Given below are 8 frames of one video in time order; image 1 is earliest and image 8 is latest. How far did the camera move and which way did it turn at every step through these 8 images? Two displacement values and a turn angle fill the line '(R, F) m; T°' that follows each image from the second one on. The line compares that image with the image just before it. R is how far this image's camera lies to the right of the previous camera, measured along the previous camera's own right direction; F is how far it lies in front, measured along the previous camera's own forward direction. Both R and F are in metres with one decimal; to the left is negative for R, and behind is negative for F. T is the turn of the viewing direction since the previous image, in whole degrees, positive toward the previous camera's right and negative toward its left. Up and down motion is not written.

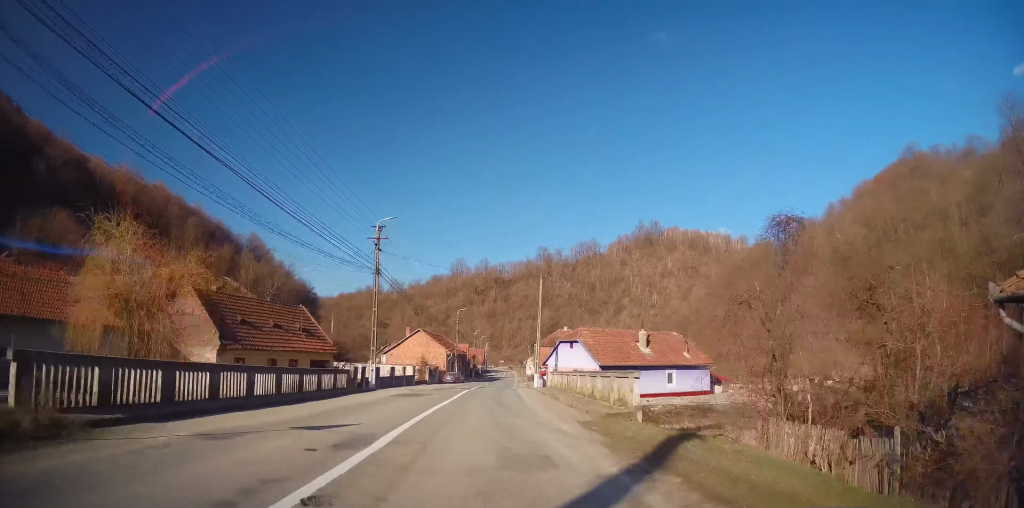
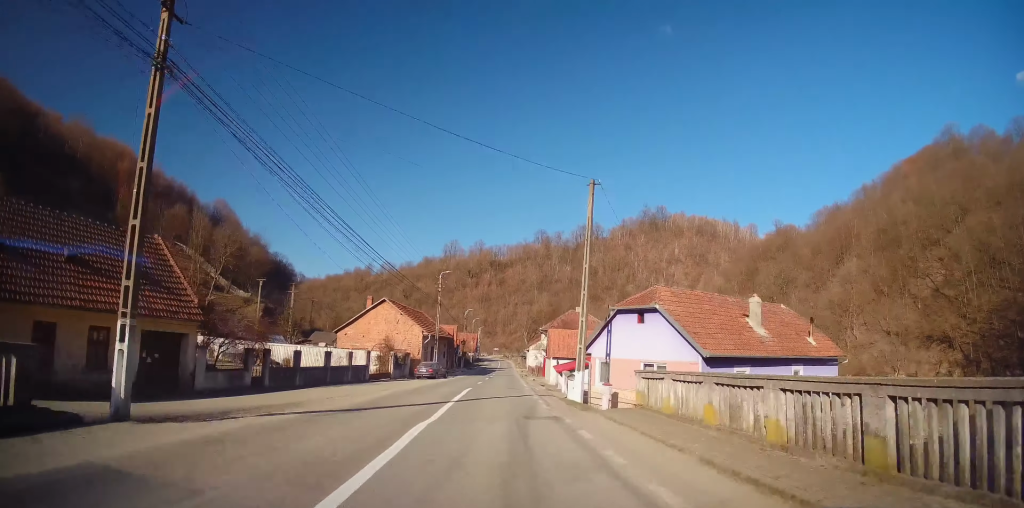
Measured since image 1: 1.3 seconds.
(+0.4, +19.8) m; +1°
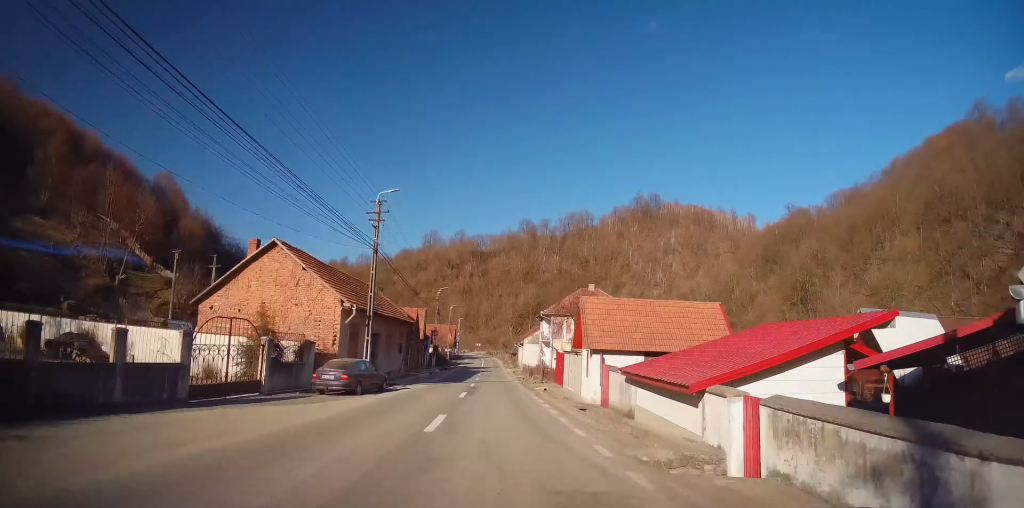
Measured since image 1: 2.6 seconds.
(+0.4, +21.9) m; +2°
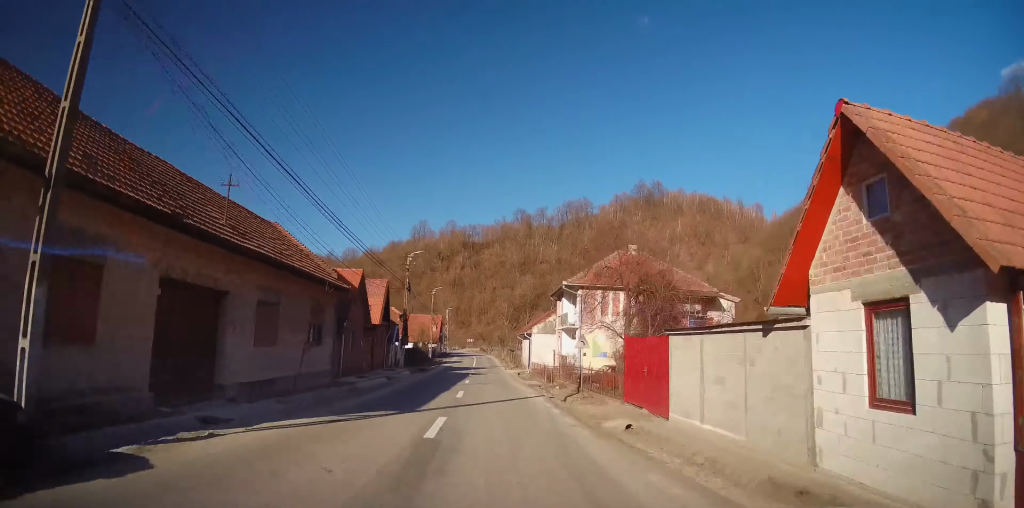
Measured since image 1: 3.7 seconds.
(+0.1, +18.8) m; +1°
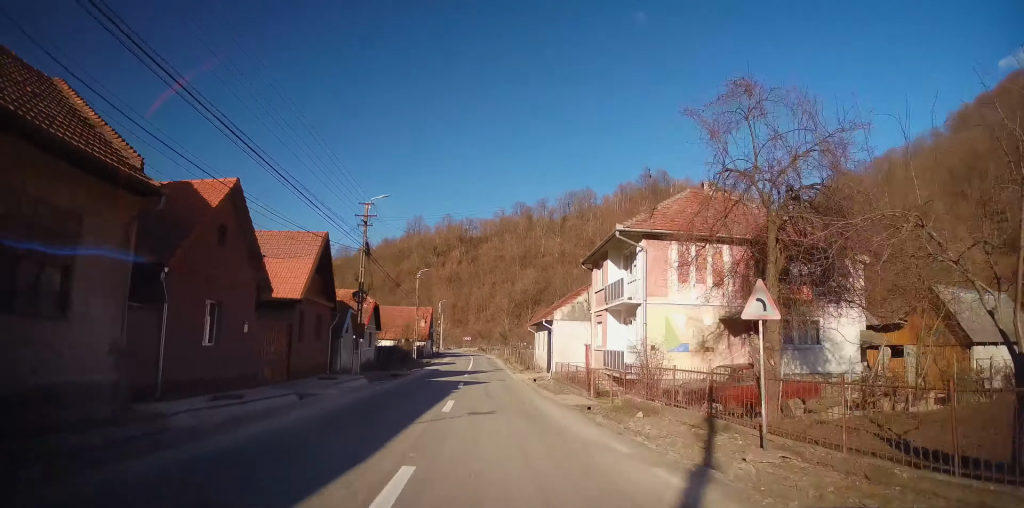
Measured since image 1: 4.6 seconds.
(+0.1, +14.4) m; +1°
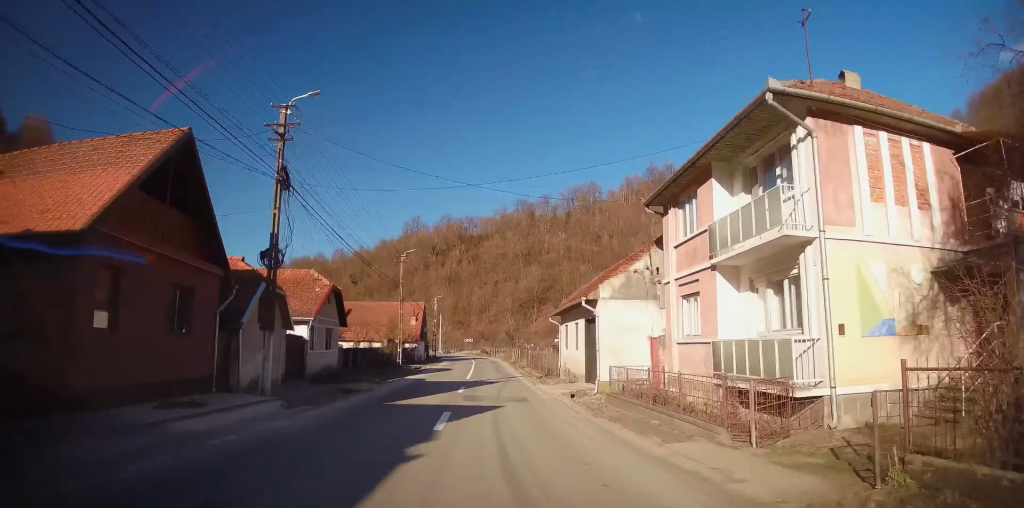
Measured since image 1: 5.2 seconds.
(+0.1, +11.6) m; +1°
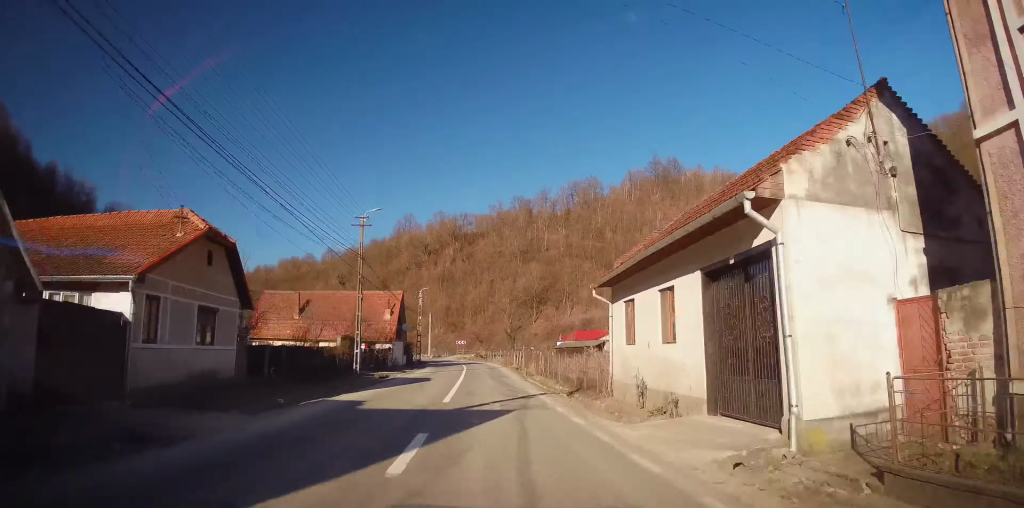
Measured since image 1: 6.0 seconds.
(+0.2, +12.7) m; -1°
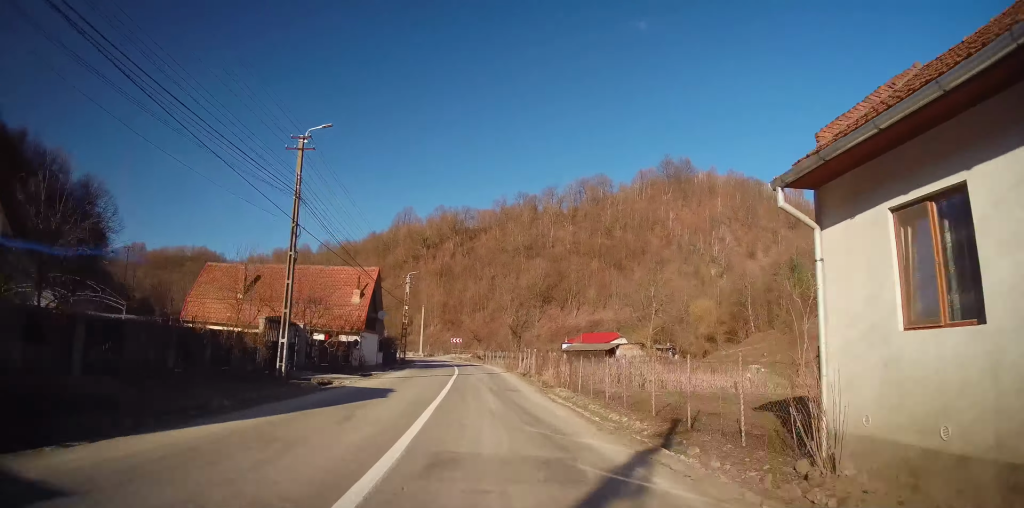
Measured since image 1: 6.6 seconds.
(-0.2, +10.9) m; 0°
